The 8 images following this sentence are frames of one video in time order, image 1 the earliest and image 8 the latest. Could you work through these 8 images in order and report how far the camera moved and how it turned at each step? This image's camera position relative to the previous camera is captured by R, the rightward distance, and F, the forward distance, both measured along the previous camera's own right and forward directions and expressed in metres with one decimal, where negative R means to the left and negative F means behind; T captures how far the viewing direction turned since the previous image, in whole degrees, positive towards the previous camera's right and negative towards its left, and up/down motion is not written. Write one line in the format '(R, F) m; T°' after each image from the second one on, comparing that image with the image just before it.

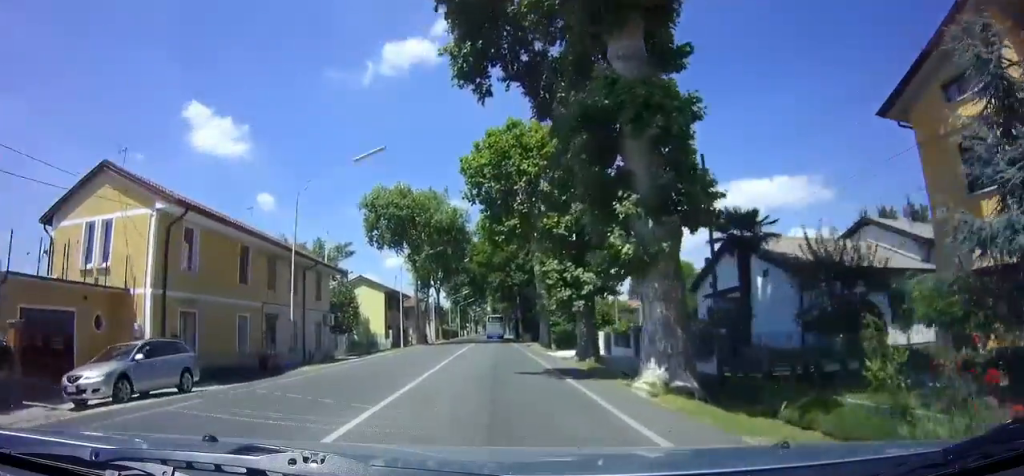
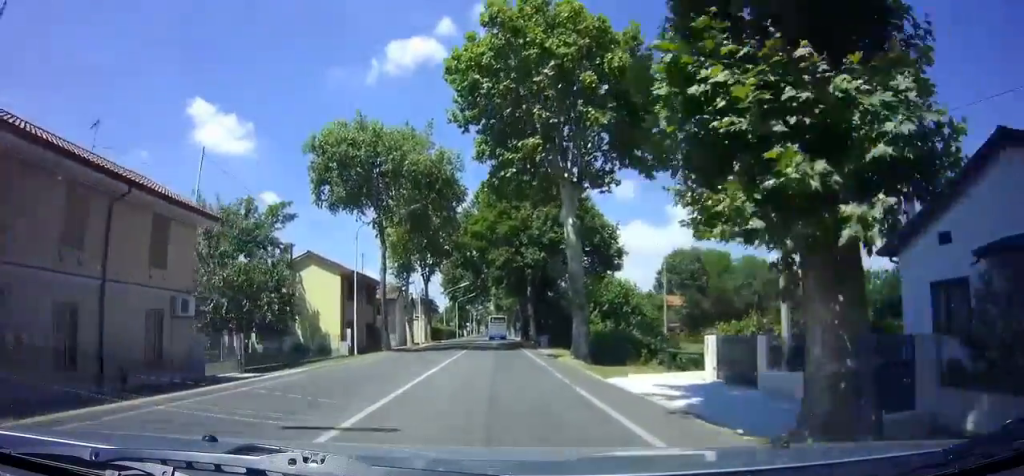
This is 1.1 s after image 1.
(+0.1, +16.7) m; 0°
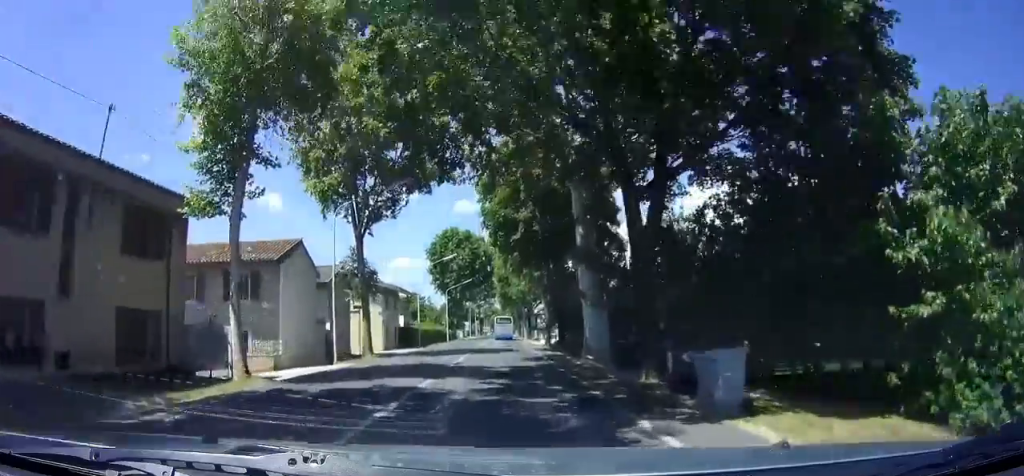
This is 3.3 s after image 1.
(-0.4, +32.4) m; -1°
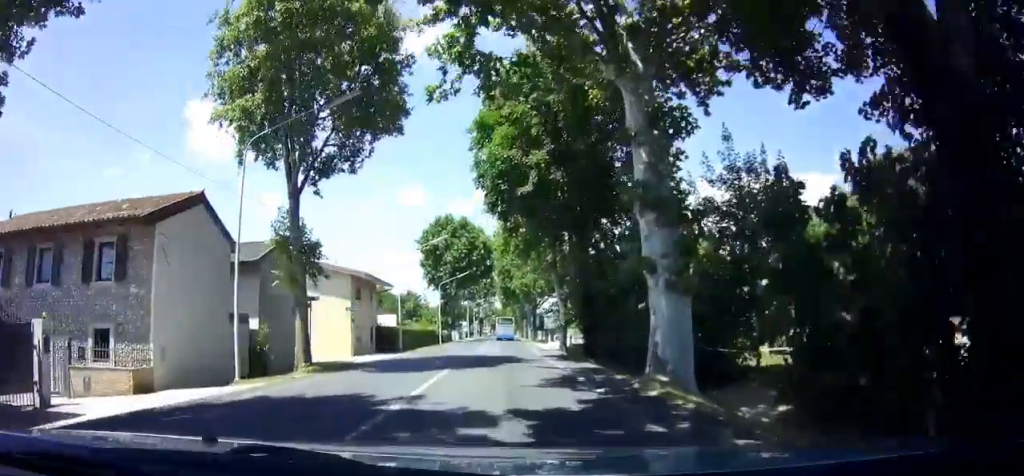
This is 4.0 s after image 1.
(0.0, +10.0) m; 0°
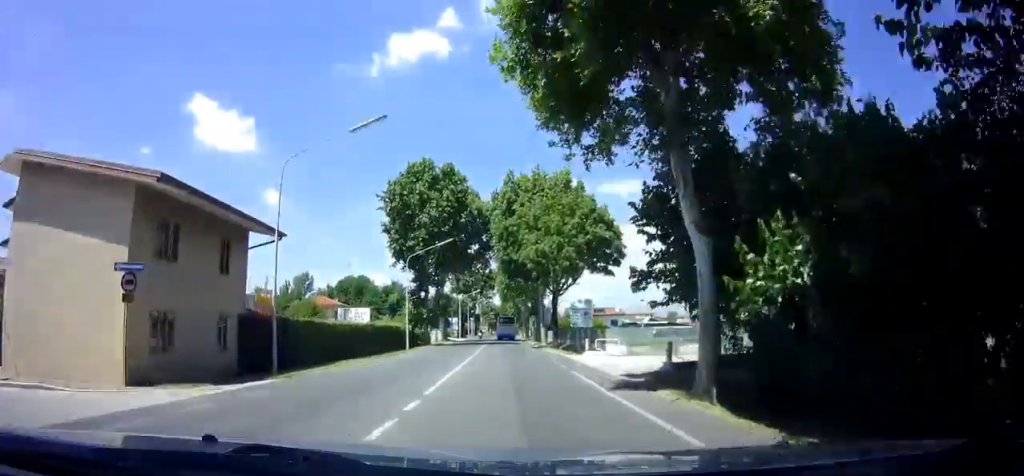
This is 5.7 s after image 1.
(+0.3, +23.3) m; +1°
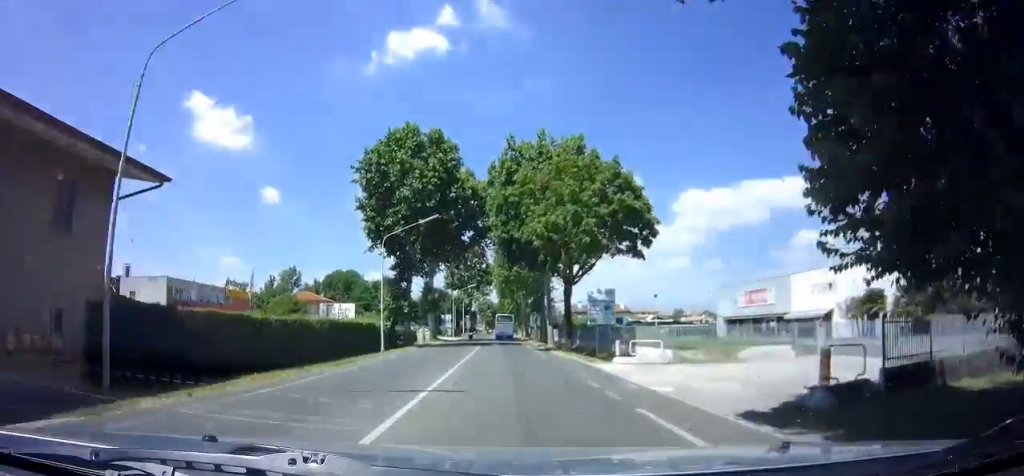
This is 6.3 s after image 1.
(0.0, +8.6) m; 0°
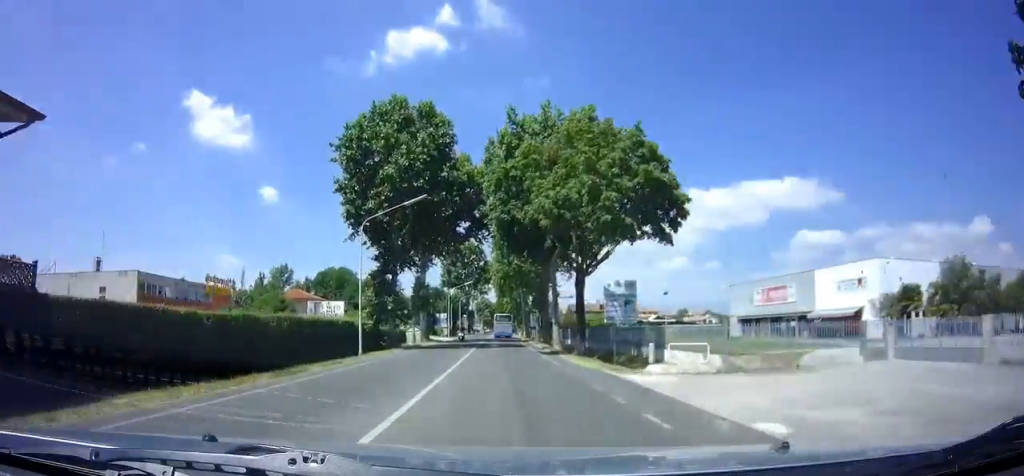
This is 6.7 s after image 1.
(0.0, +5.7) m; 0°
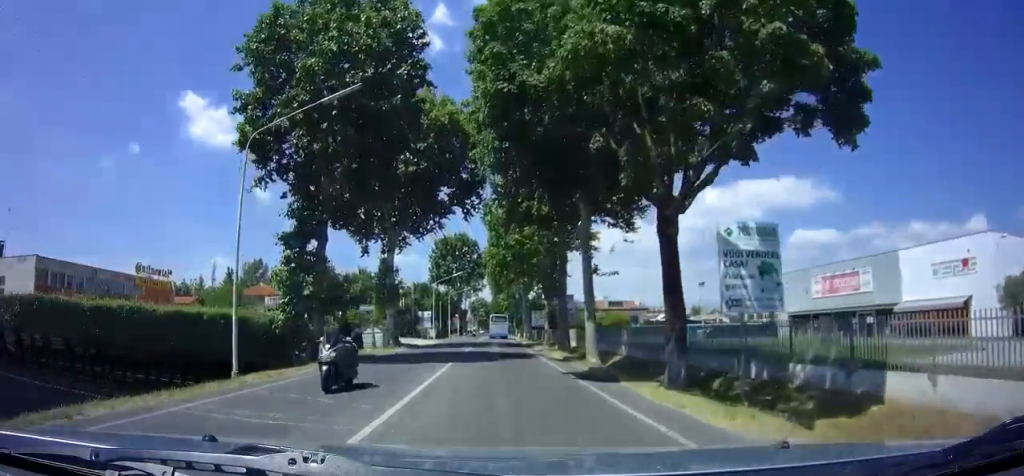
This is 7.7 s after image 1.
(0.0, +14.9) m; 0°
